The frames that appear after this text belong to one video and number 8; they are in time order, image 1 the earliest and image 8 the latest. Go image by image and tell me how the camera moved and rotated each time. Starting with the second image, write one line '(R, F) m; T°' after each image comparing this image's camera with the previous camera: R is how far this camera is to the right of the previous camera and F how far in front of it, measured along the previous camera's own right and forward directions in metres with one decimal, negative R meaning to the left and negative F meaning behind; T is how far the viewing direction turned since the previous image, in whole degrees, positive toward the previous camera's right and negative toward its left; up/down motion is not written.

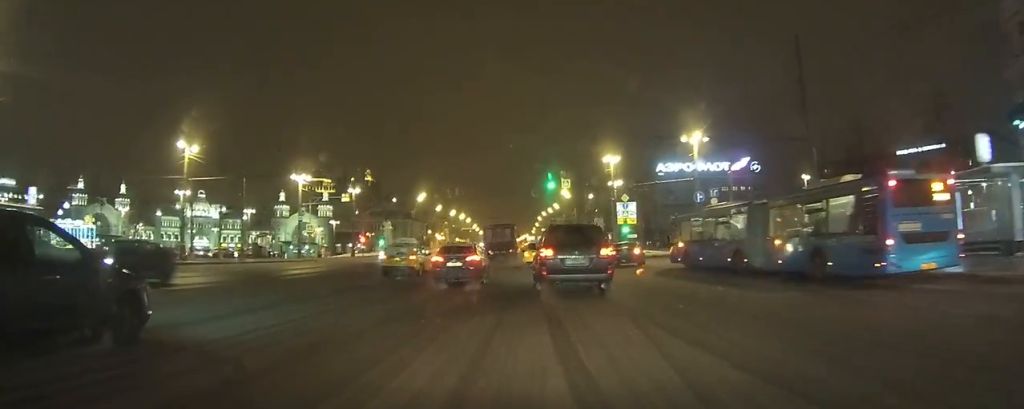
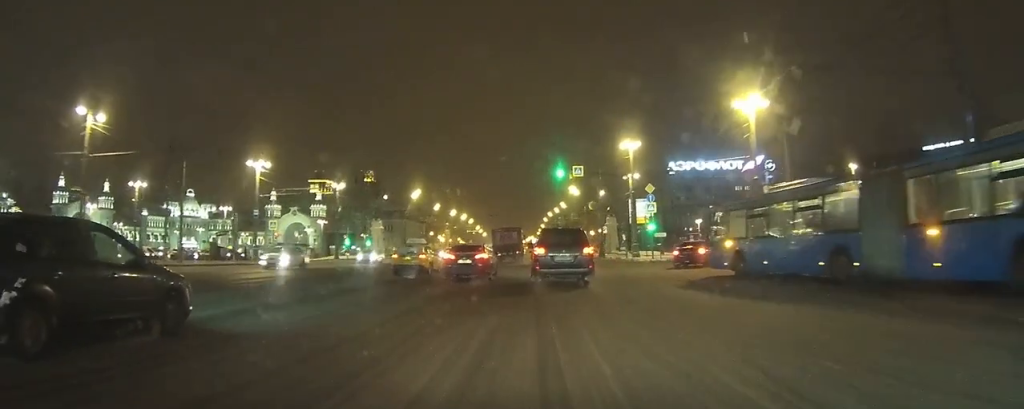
(-0.1, +11.7) m; 0°
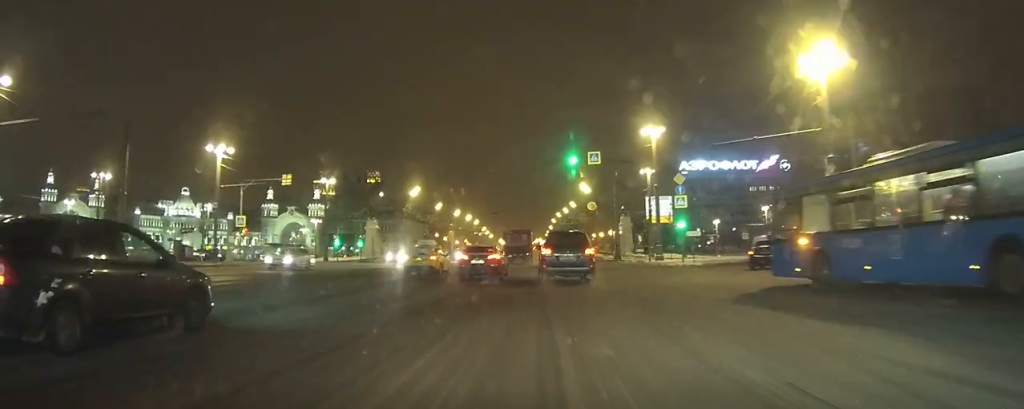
(+0.1, +8.4) m; +1°
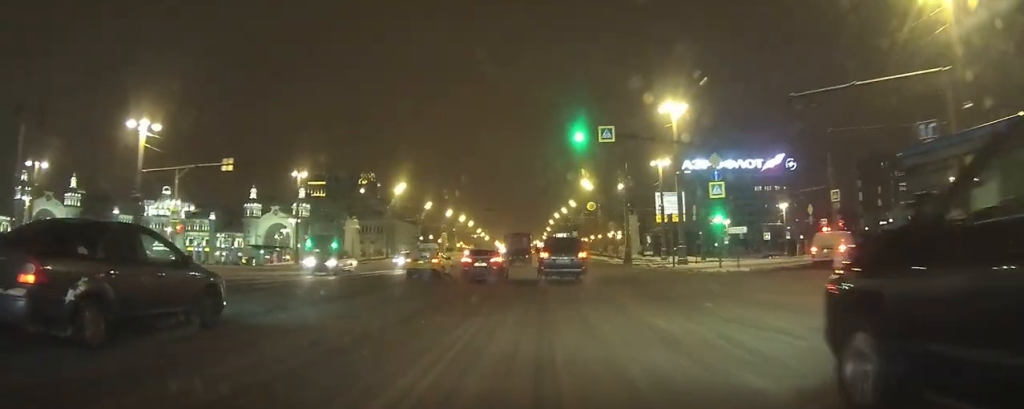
(+0.1, +9.9) m; +1°
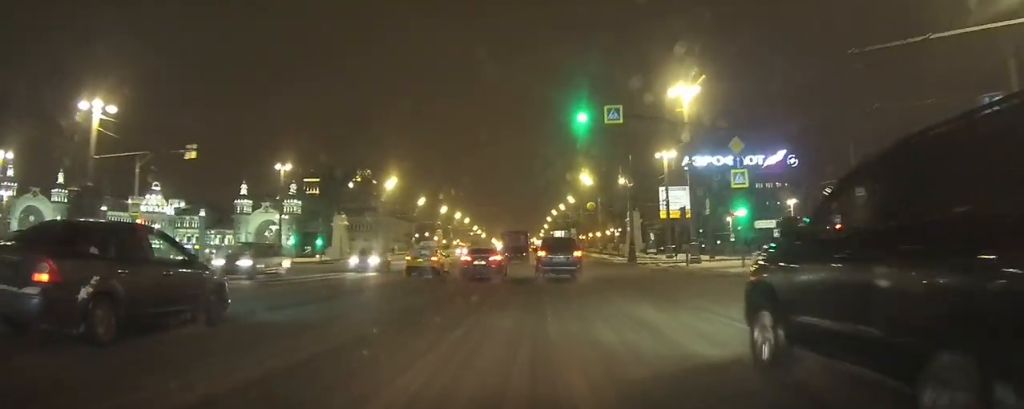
(0.0, +4.6) m; 0°
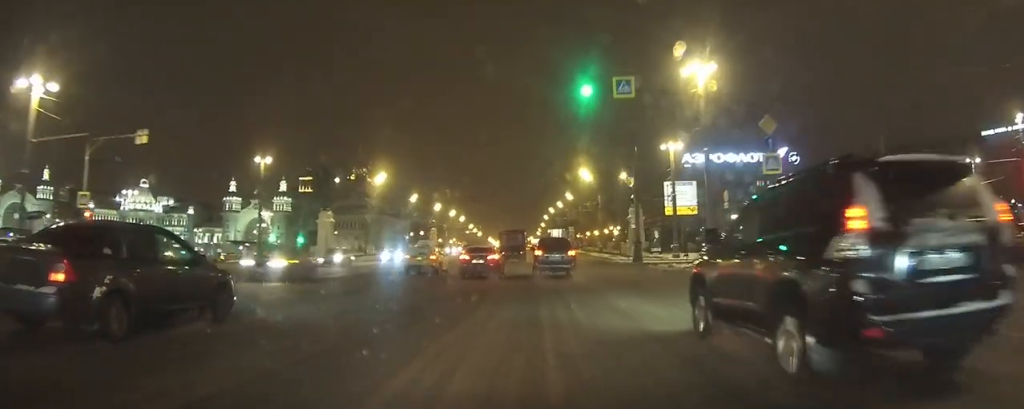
(0.0, +5.0) m; 0°
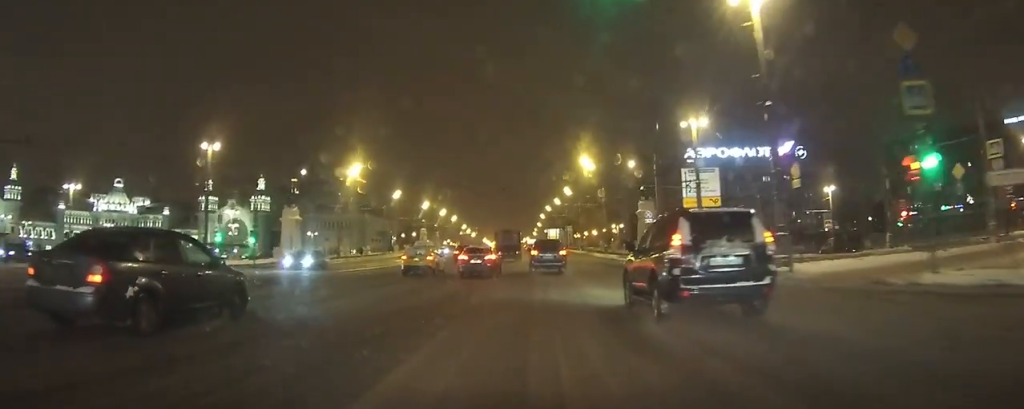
(0.0, +11.5) m; 0°
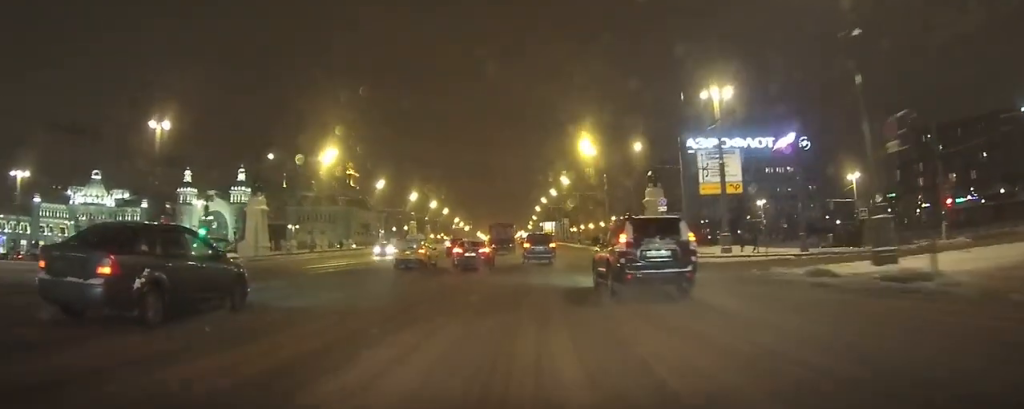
(0.0, +8.6) m; +1°
